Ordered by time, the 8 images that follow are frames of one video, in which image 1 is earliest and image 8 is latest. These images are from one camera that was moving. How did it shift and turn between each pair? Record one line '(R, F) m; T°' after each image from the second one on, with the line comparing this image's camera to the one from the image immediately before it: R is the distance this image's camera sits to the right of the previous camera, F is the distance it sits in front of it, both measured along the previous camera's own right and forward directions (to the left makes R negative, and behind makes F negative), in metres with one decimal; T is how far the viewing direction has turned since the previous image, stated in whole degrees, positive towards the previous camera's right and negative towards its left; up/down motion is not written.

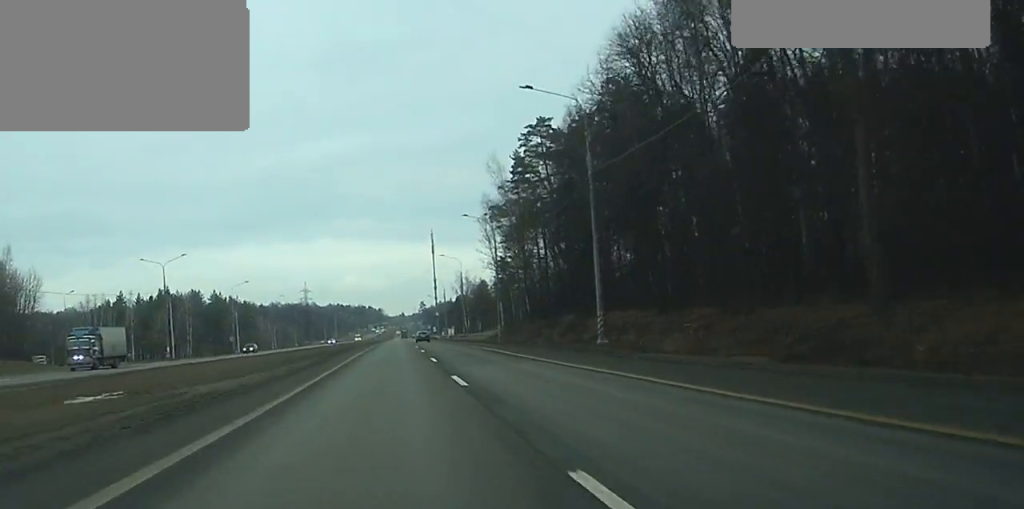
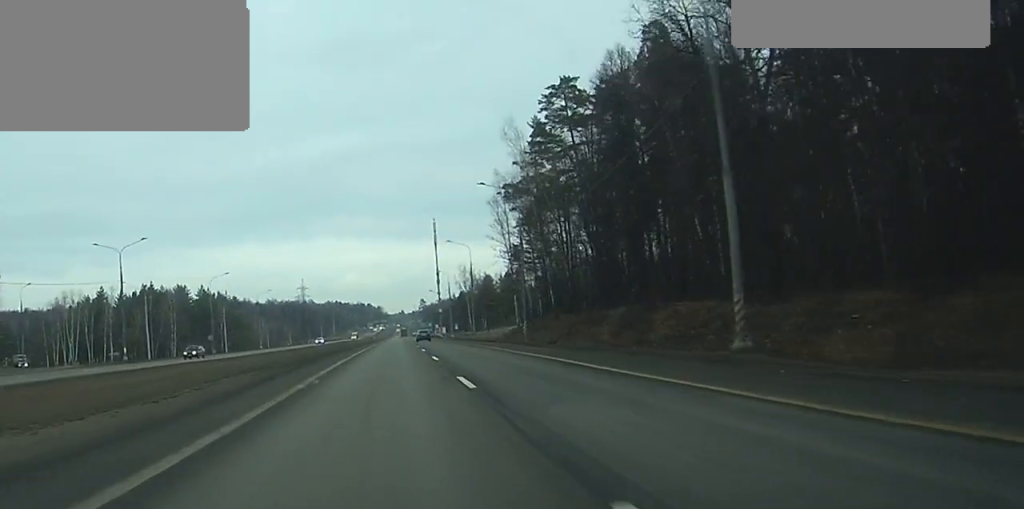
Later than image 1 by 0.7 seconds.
(0.0, +17.5) m; 0°
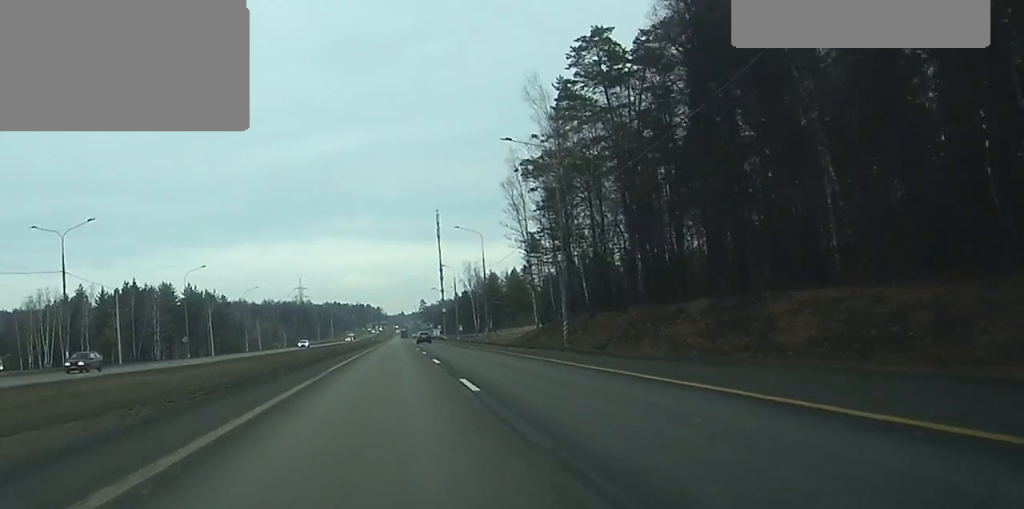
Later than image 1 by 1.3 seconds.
(0.0, +16.7) m; 0°
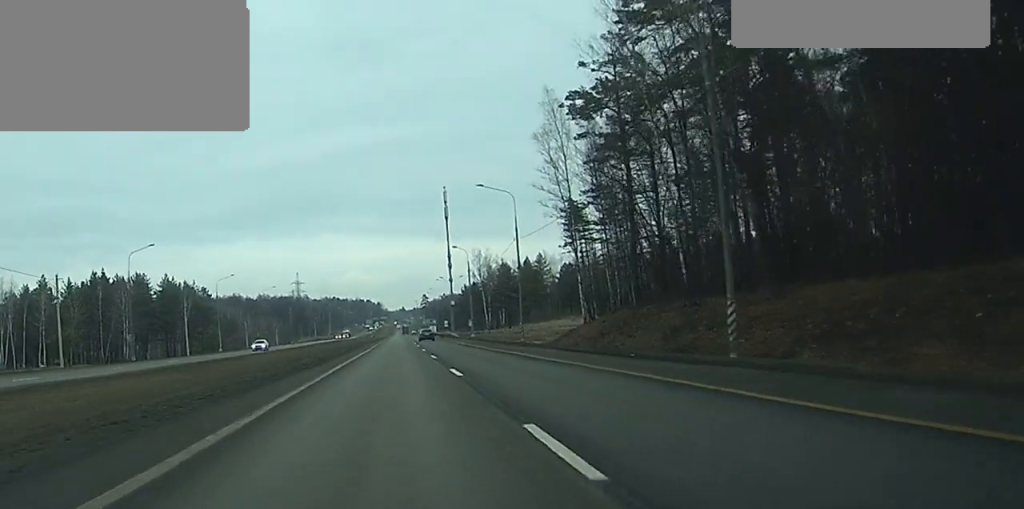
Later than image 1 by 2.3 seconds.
(0.0, +26.2) m; 0°
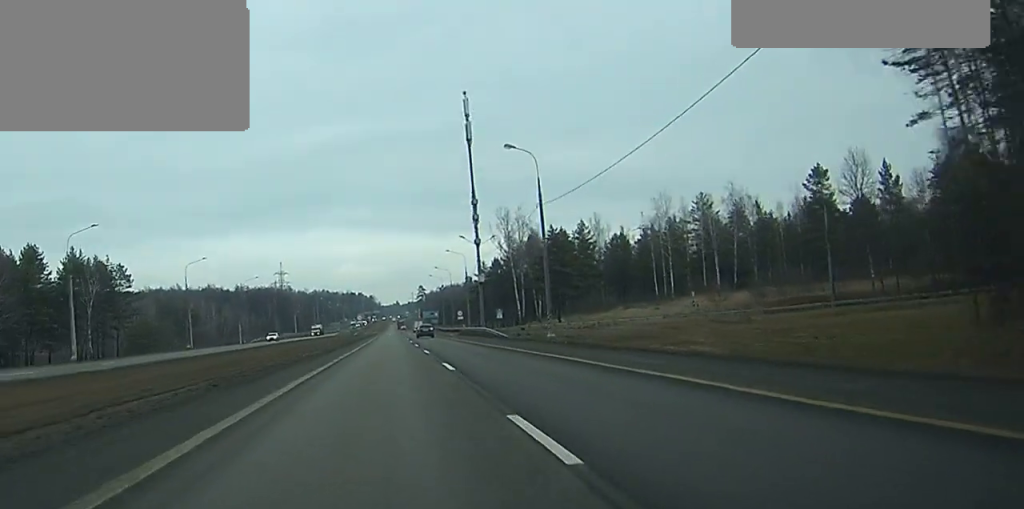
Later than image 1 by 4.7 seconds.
(-0.7, +62.8) m; -1°
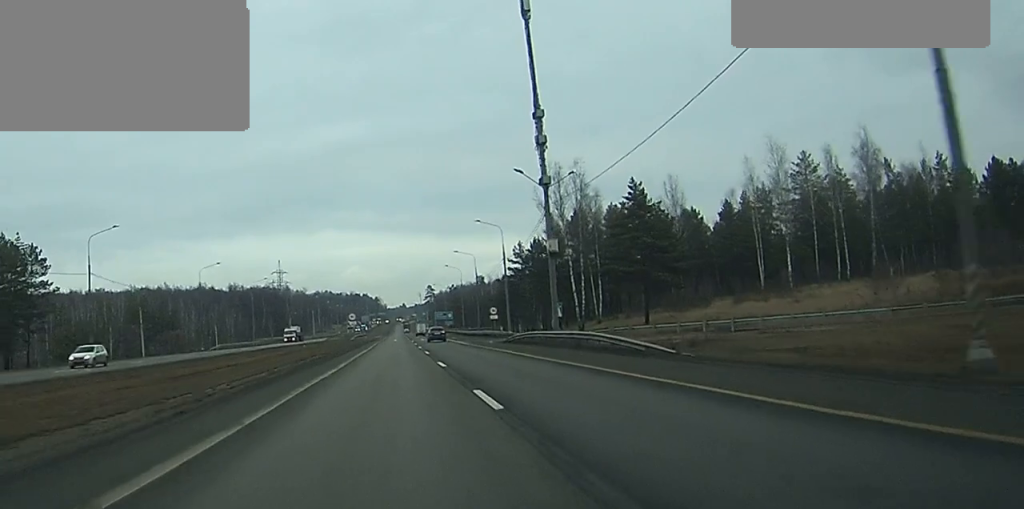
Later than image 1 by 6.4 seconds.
(+0.5, +42.2) m; +1°
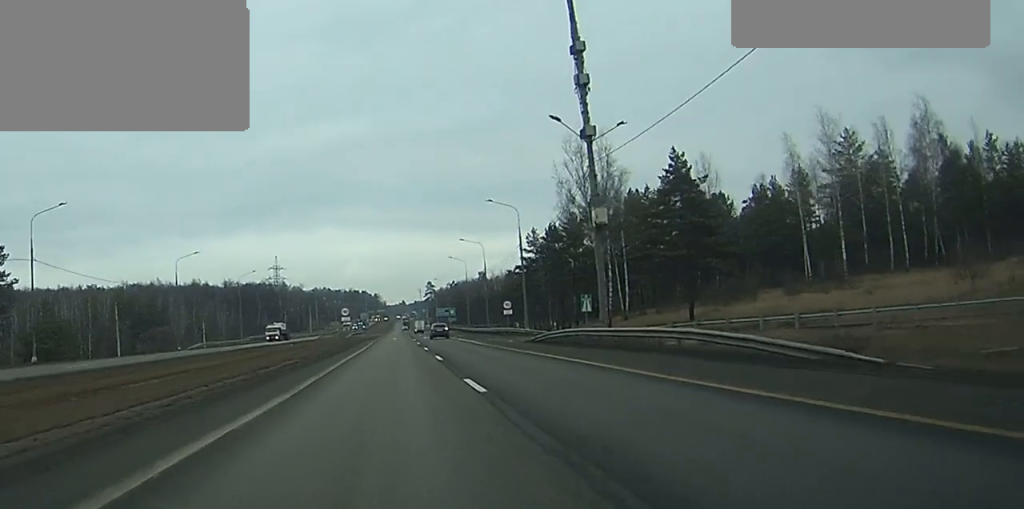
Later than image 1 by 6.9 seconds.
(0.0, +13.4) m; 0°
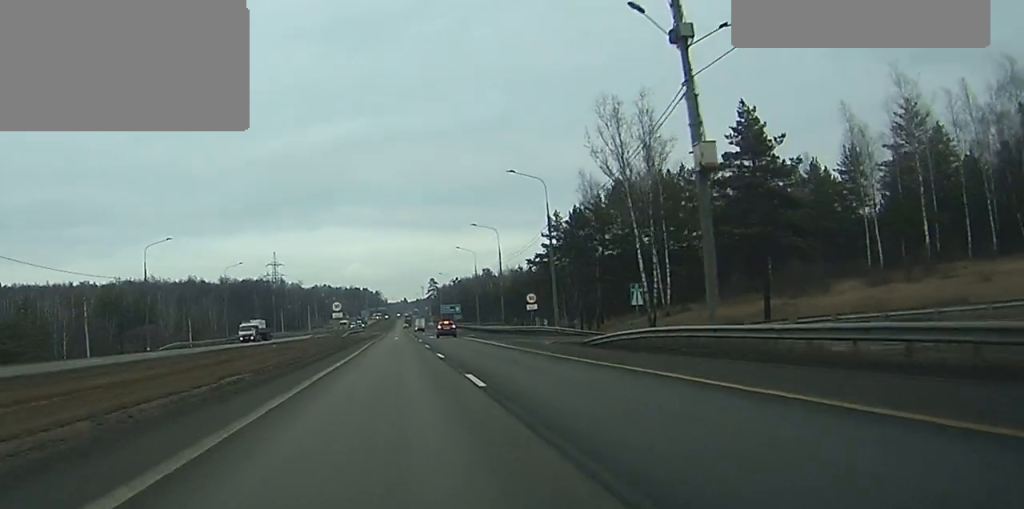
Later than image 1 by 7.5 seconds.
(0.0, +14.8) m; 0°
